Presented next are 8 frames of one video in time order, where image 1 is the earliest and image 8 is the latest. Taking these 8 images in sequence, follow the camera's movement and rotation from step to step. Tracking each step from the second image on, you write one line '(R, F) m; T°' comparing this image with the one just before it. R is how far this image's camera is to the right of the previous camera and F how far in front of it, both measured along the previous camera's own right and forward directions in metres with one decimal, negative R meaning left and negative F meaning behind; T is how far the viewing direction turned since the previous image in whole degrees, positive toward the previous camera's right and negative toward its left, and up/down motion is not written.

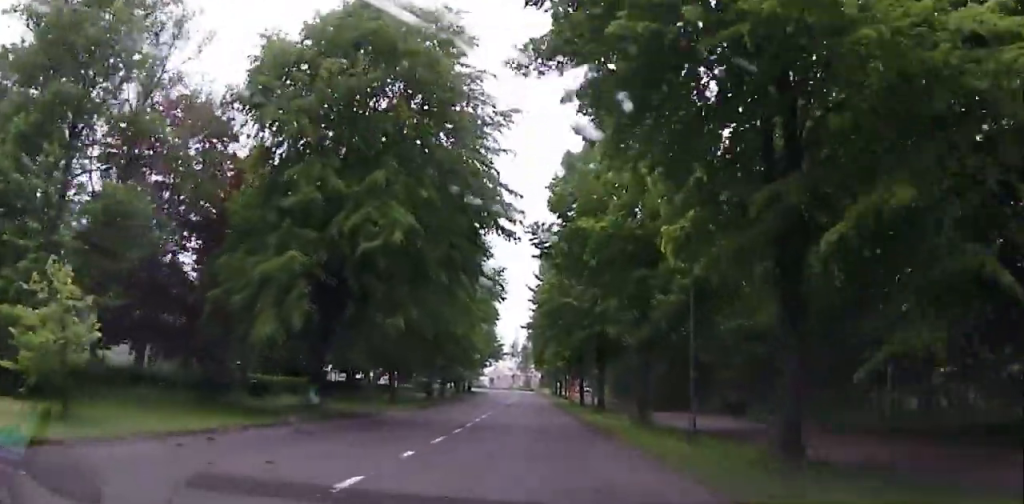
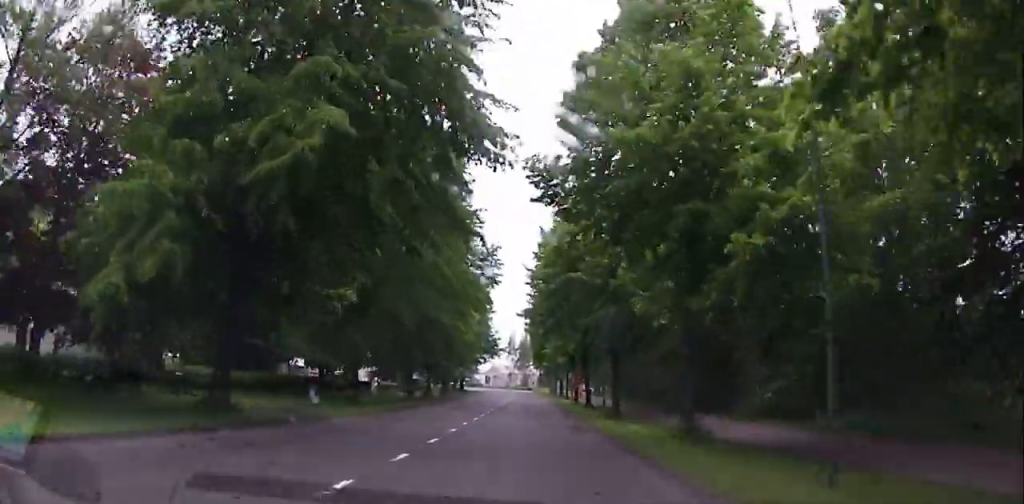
(-0.6, +8.3) m; -2°
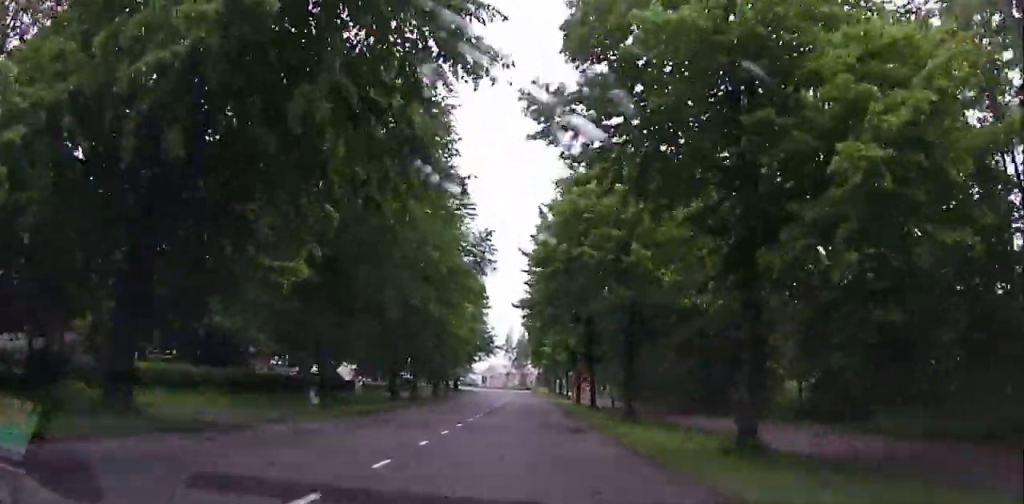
(-0.2, +4.9) m; +2°
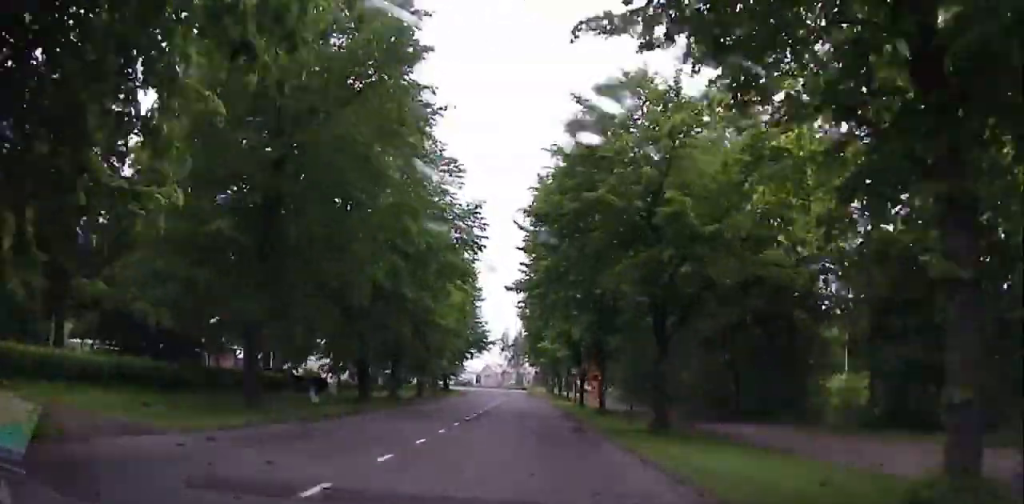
(+0.4, +6.9) m; +3°
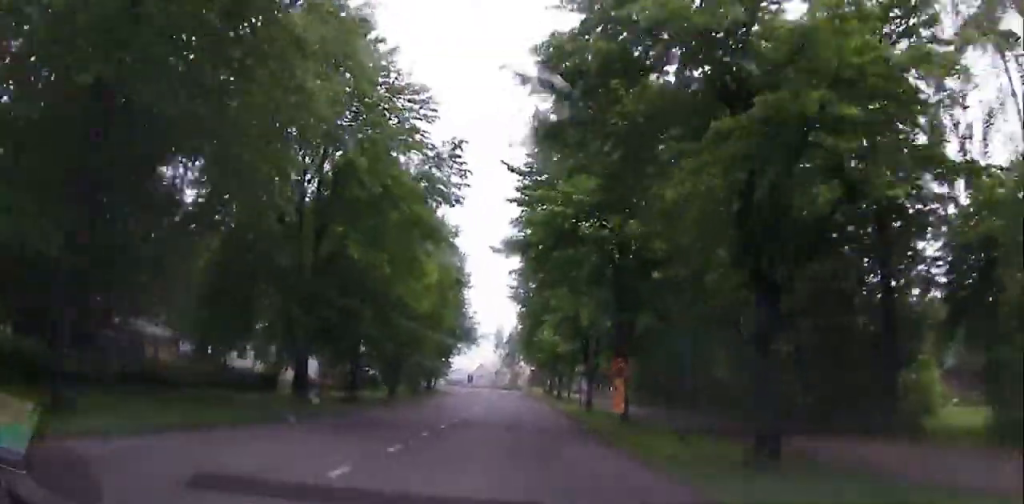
(+0.5, +9.4) m; +4°
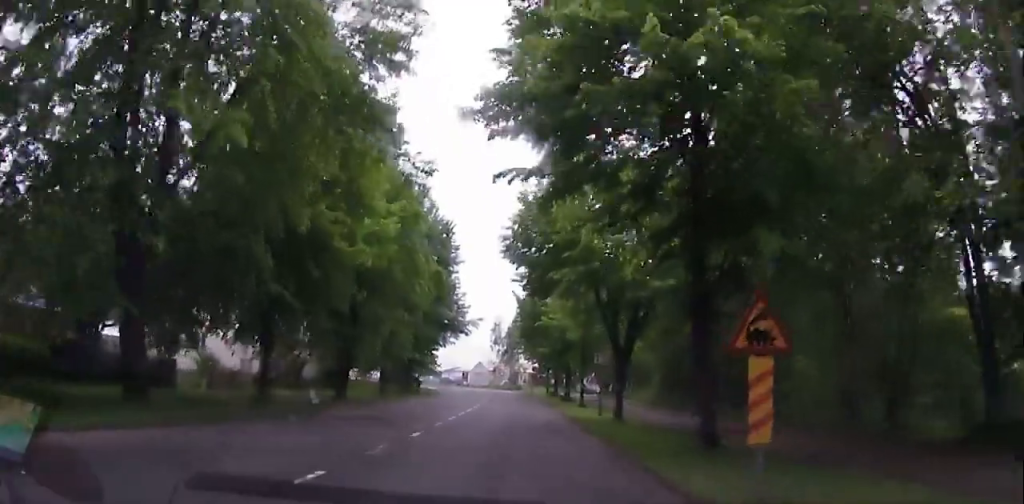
(+0.2, +12.6) m; +2°
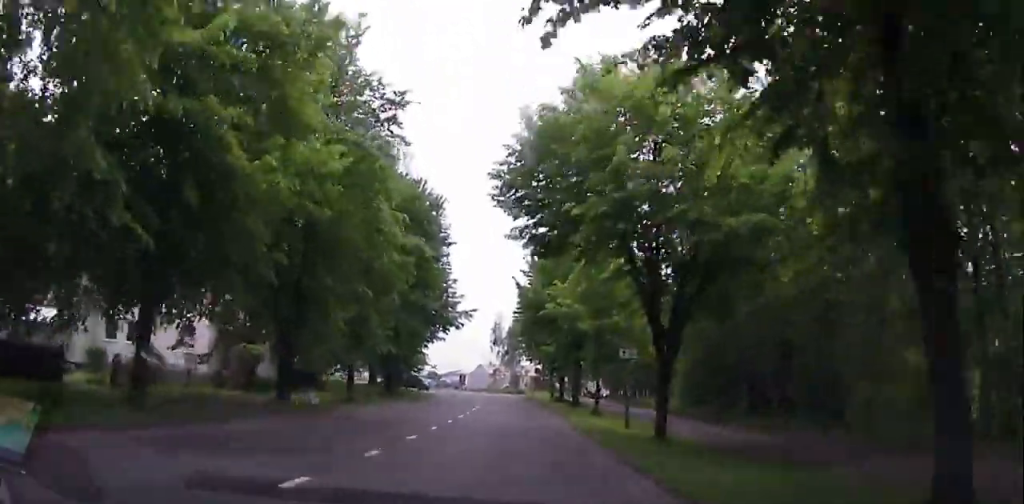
(+0.4, +8.3) m; 0°
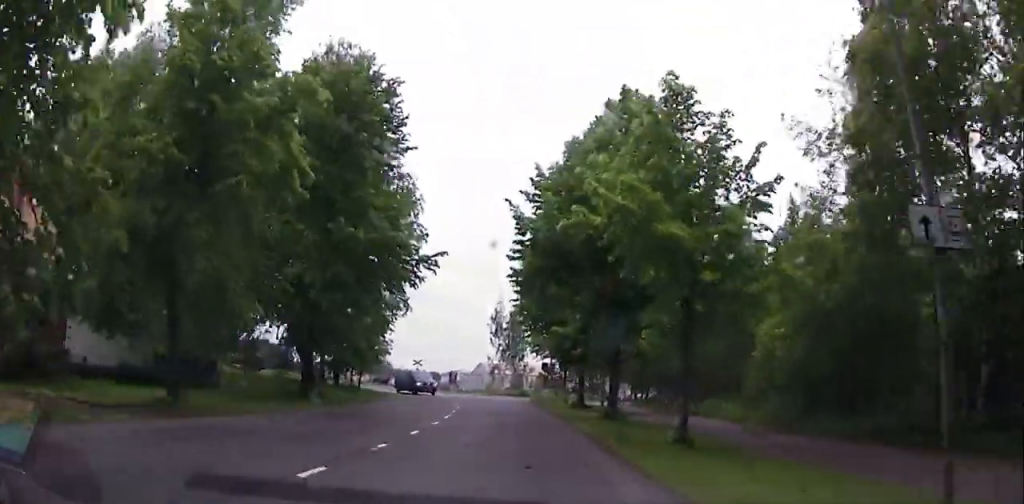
(-1.0, +18.9) m; -3°
